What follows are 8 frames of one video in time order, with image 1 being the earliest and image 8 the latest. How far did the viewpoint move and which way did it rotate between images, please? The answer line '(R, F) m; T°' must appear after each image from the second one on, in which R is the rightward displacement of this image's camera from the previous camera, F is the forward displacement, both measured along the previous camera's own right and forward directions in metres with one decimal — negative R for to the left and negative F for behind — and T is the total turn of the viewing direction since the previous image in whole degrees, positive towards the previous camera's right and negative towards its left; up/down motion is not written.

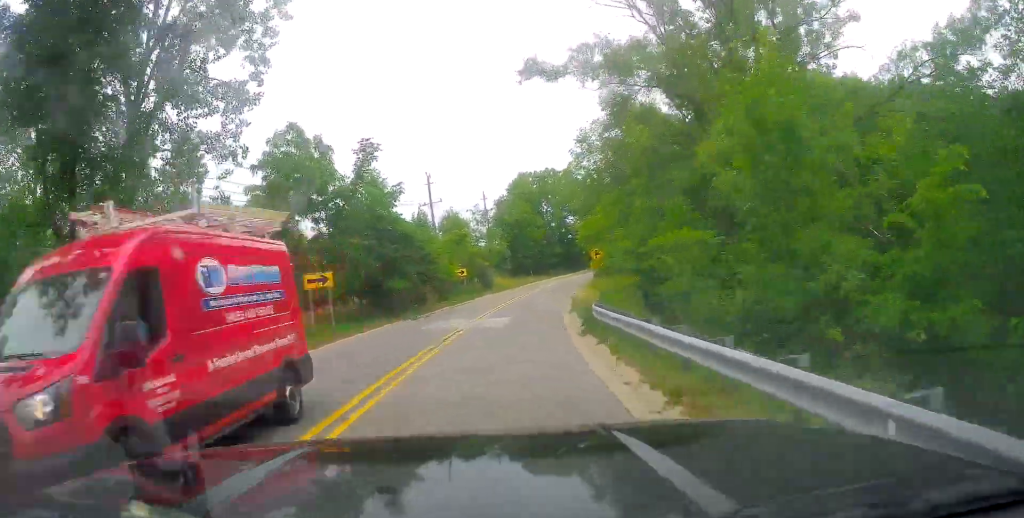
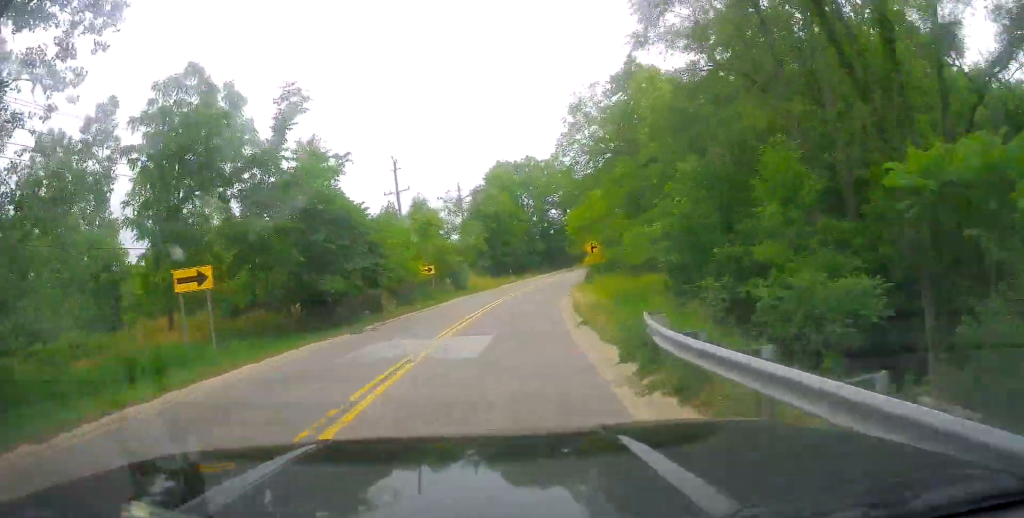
(+0.1, +9.2) m; +1°
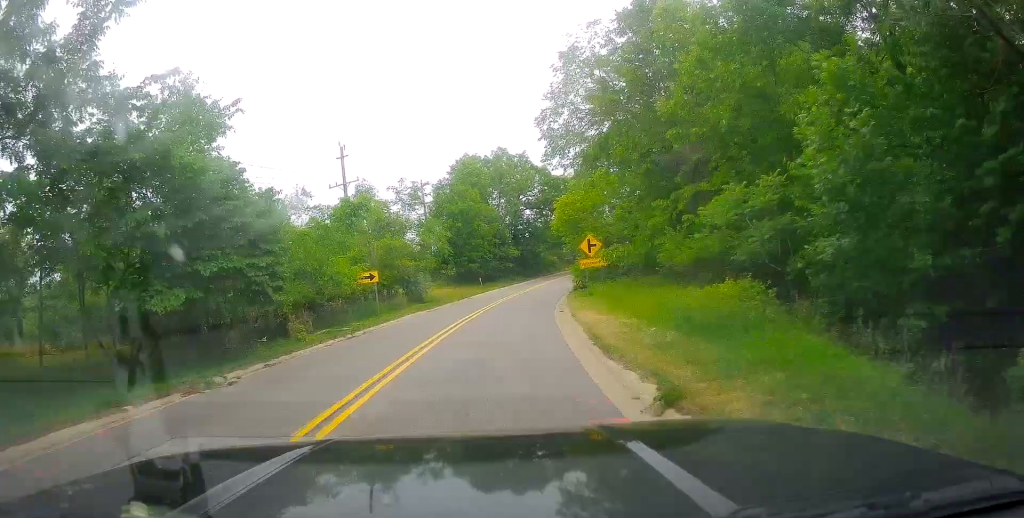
(-0.2, +11.2) m; +2°
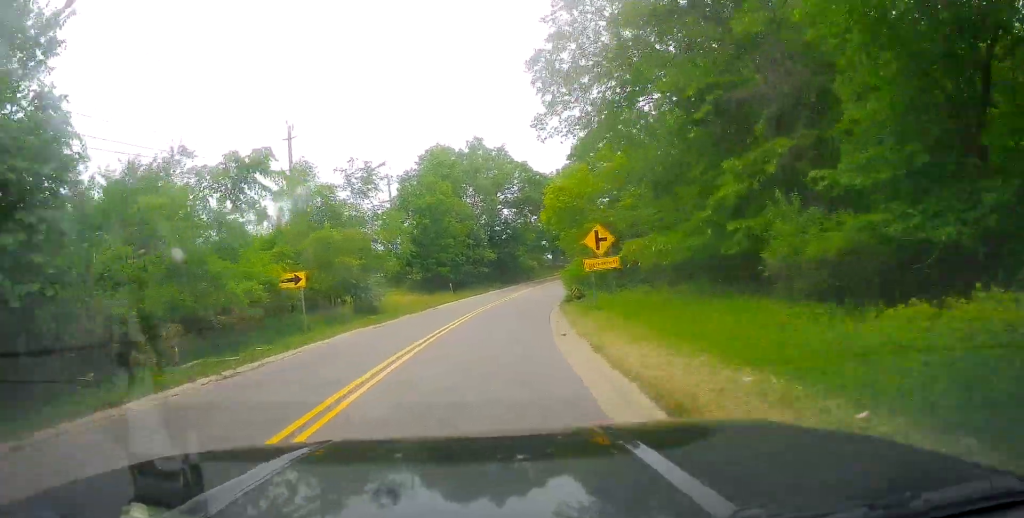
(+0.4, +9.2) m; +3°
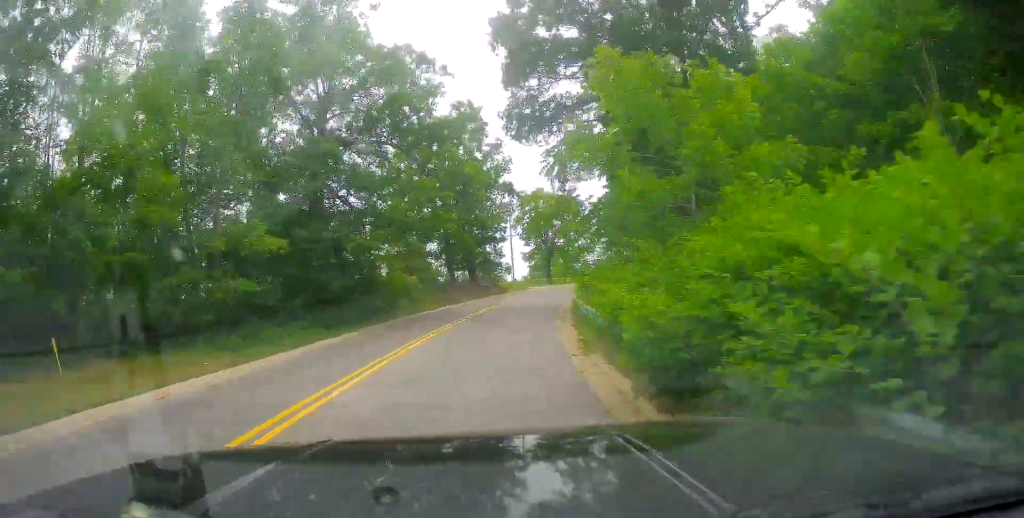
(+5.3, +47.0) m; +14°
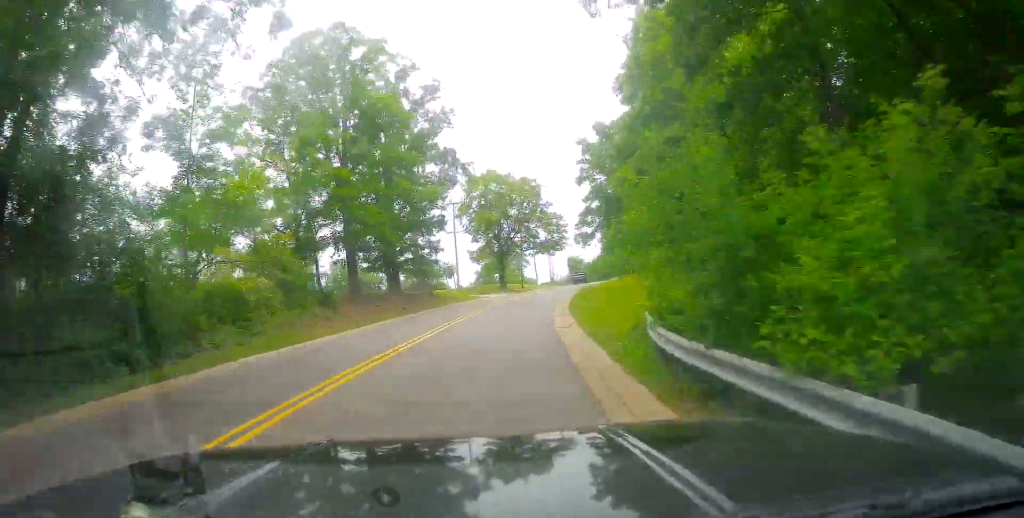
(+1.4, +22.2) m; +4°
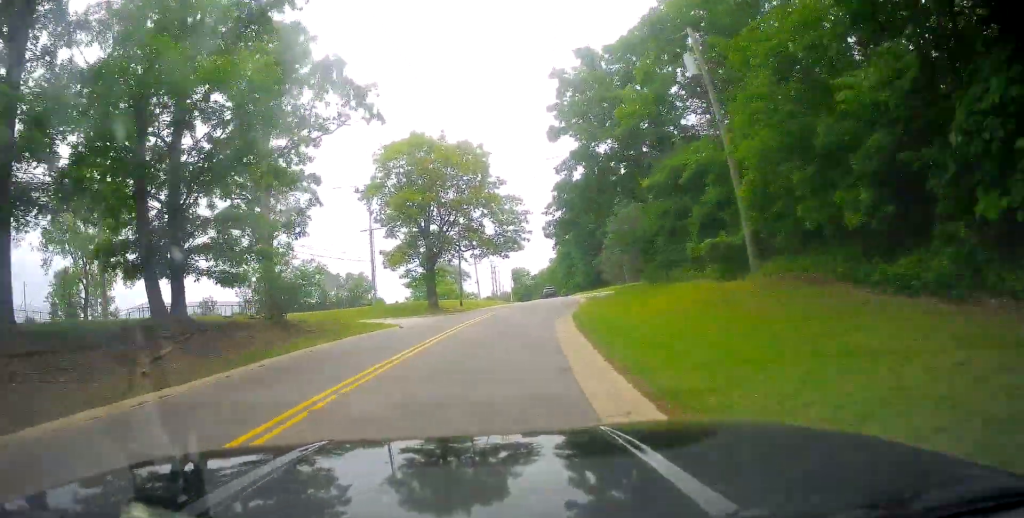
(+0.4, +24.2) m; +5°
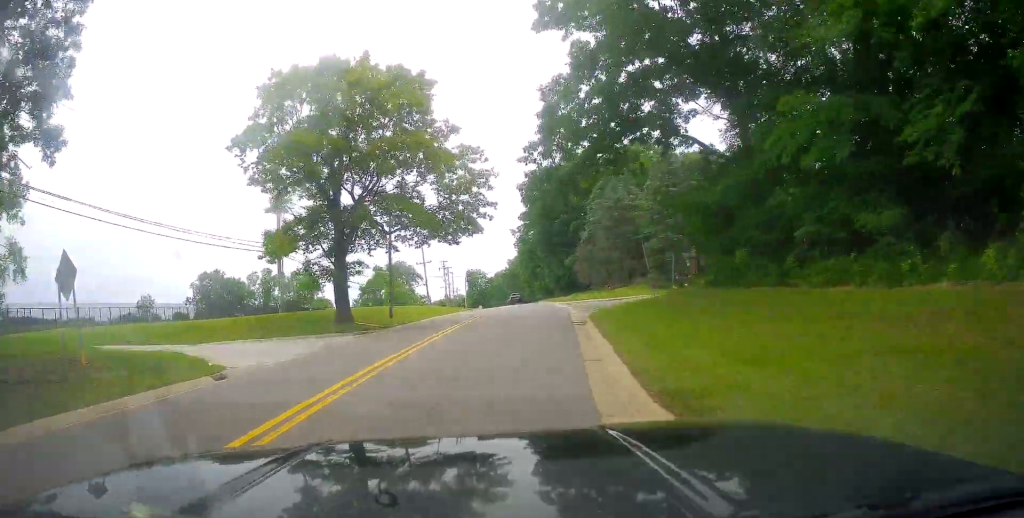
(+0.9, +18.1) m; +5°
